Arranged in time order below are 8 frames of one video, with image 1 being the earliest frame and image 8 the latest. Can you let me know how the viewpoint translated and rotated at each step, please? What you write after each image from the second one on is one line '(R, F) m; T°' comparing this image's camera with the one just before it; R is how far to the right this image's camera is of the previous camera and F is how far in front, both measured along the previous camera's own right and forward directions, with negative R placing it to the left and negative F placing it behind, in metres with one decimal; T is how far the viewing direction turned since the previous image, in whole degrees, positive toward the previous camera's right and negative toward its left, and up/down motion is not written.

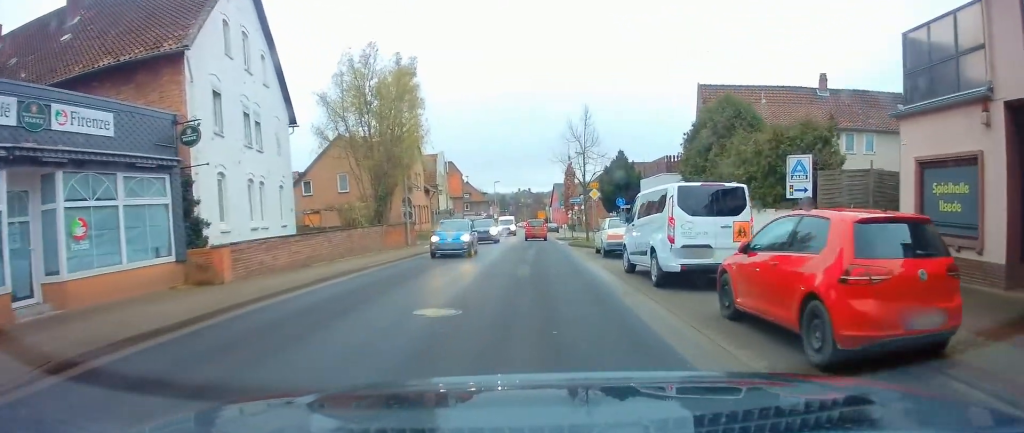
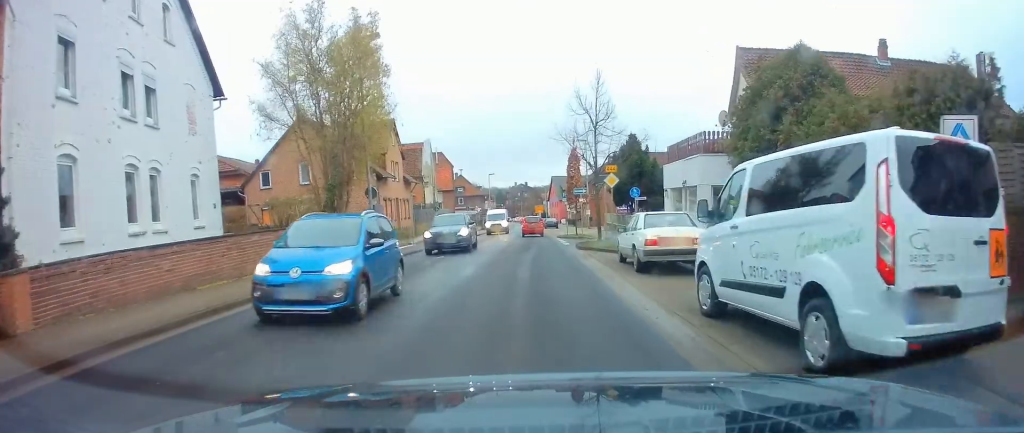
(0.0, +6.7) m; 0°
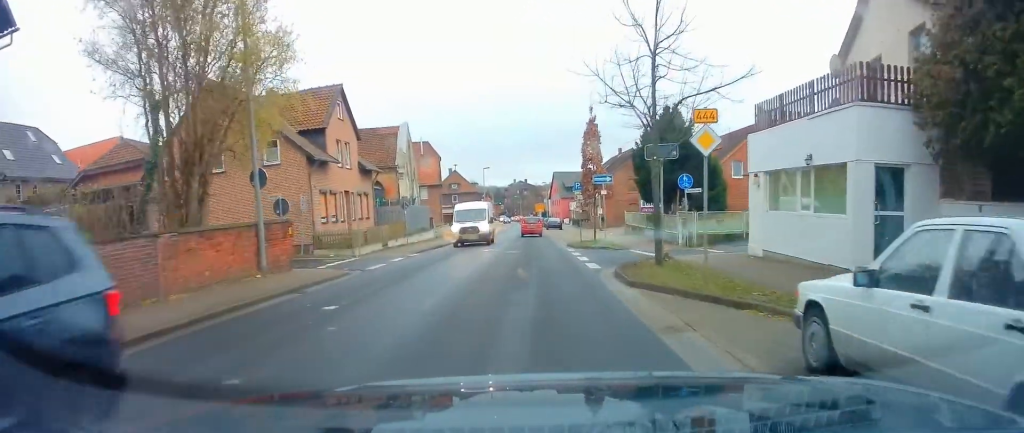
(+0.1, +11.2) m; +2°
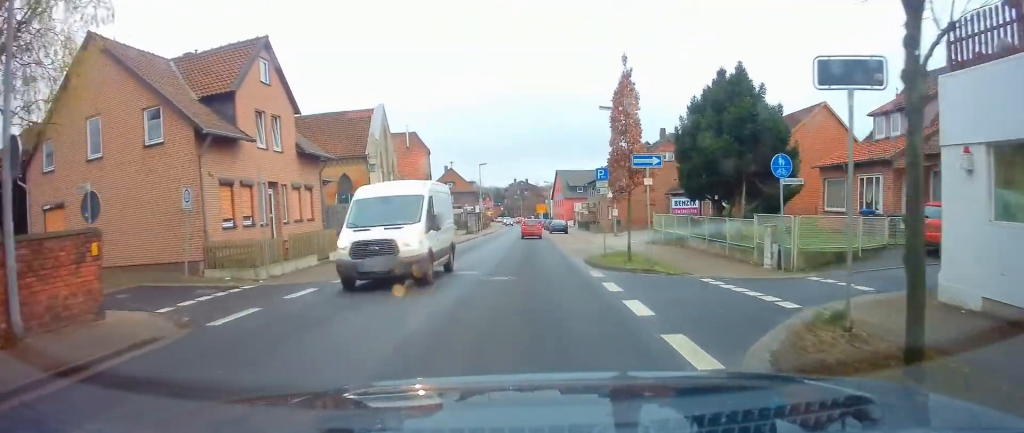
(+0.2, +9.0) m; +1°
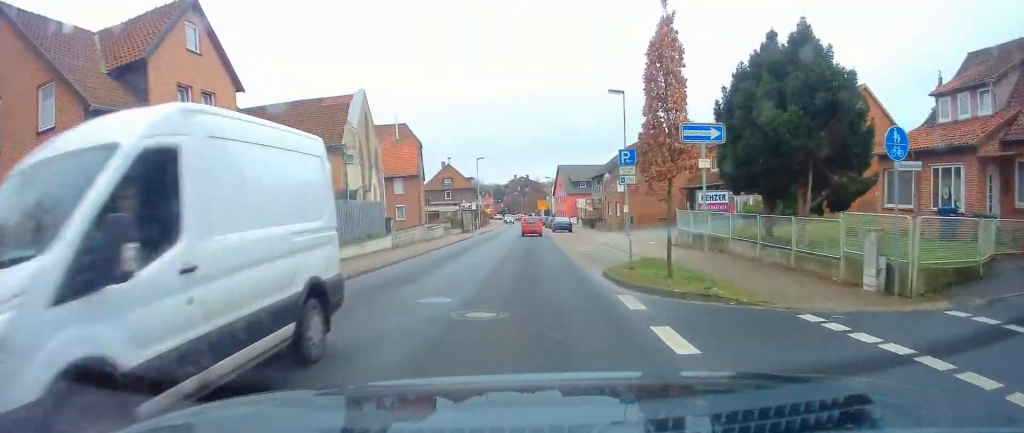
(+0.3, +5.0) m; -1°
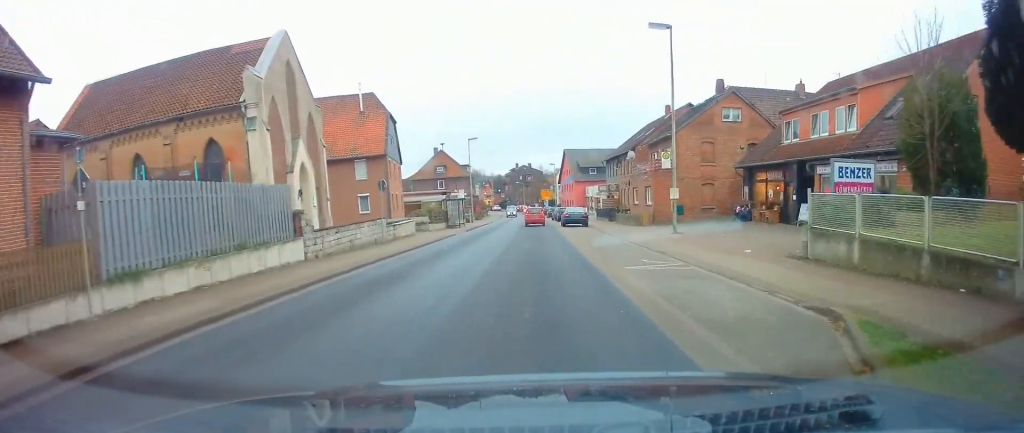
(-0.7, +12.5) m; -2°
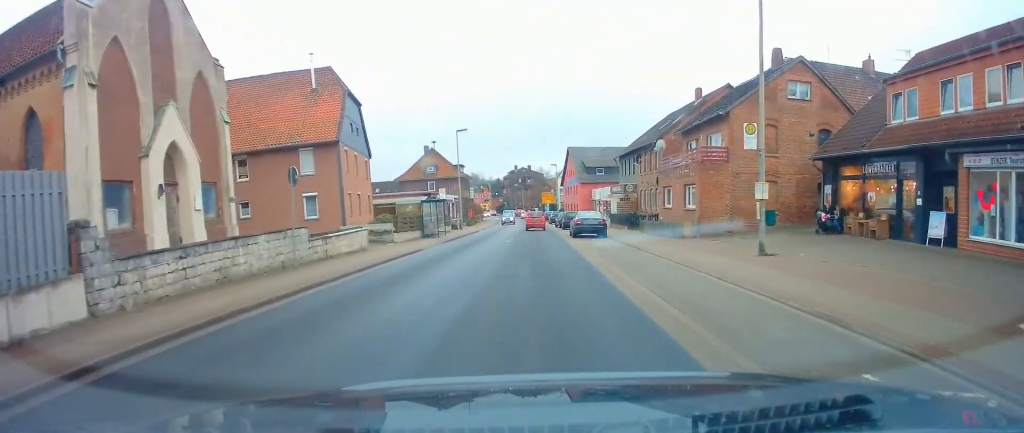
(+0.3, +10.4) m; +1°
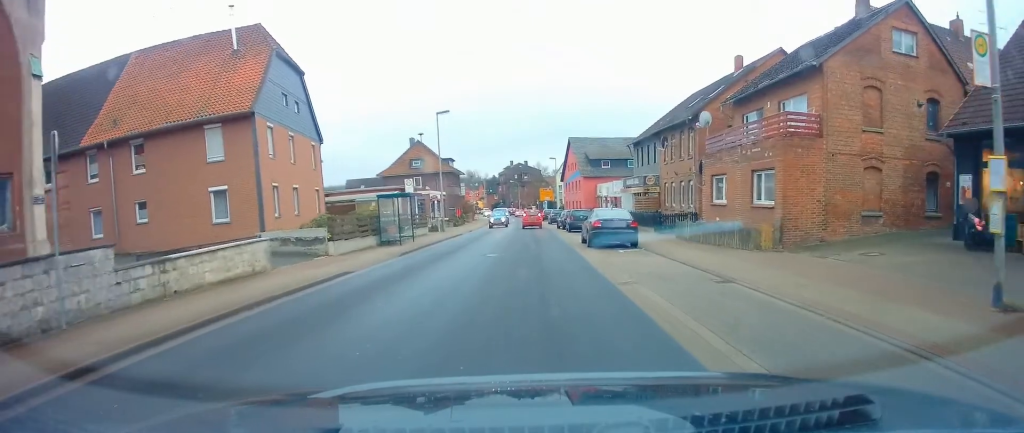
(0.0, +9.7) m; -1°
